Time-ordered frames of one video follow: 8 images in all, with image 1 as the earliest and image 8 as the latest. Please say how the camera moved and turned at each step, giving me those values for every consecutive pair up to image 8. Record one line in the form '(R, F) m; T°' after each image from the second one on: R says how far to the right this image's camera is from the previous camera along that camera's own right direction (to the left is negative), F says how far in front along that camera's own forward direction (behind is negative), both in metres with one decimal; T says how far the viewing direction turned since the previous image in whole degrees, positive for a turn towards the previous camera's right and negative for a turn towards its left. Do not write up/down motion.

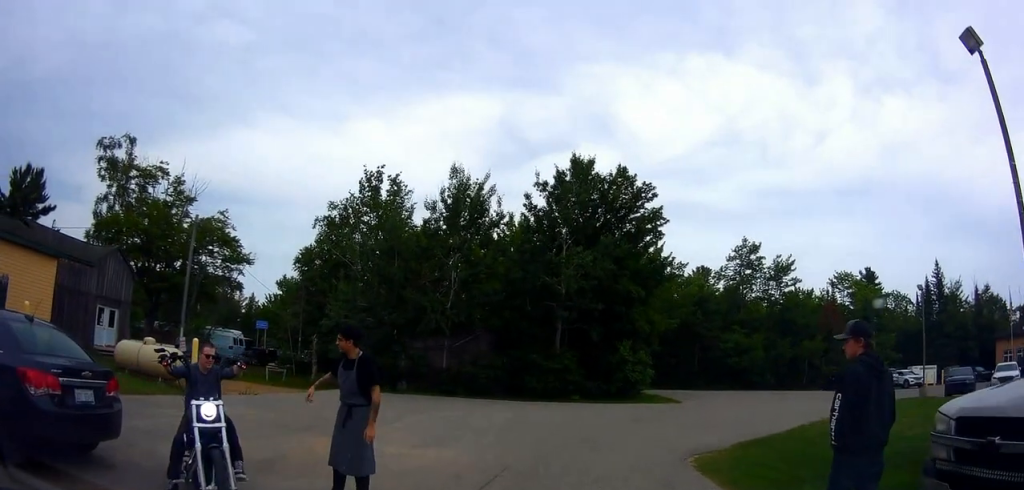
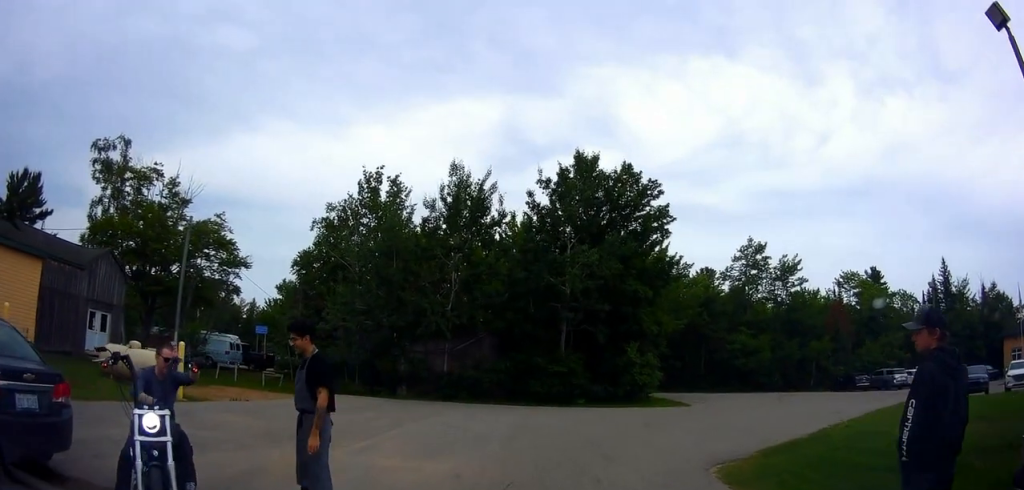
(0.0, +1.2) m; 0°
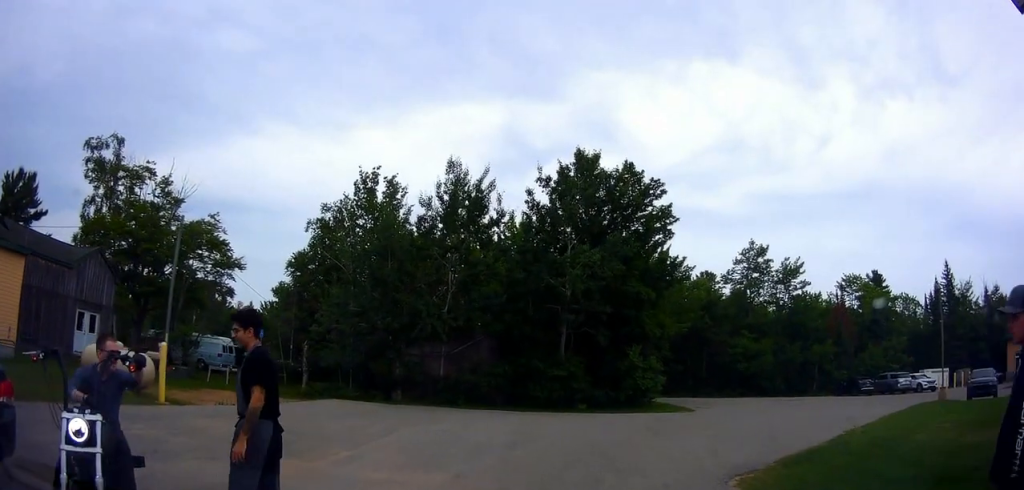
(0.0, +1.1) m; +1°
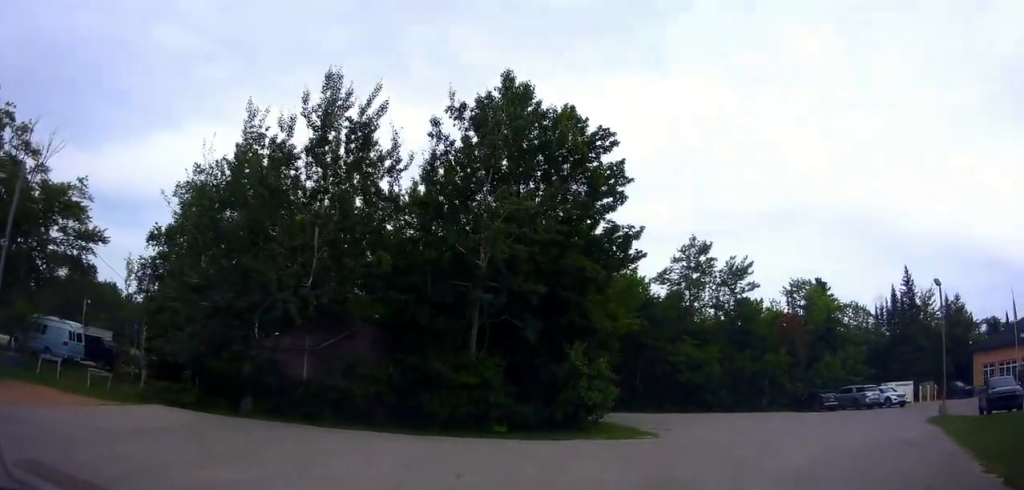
(+0.9, +7.2) m; +16°
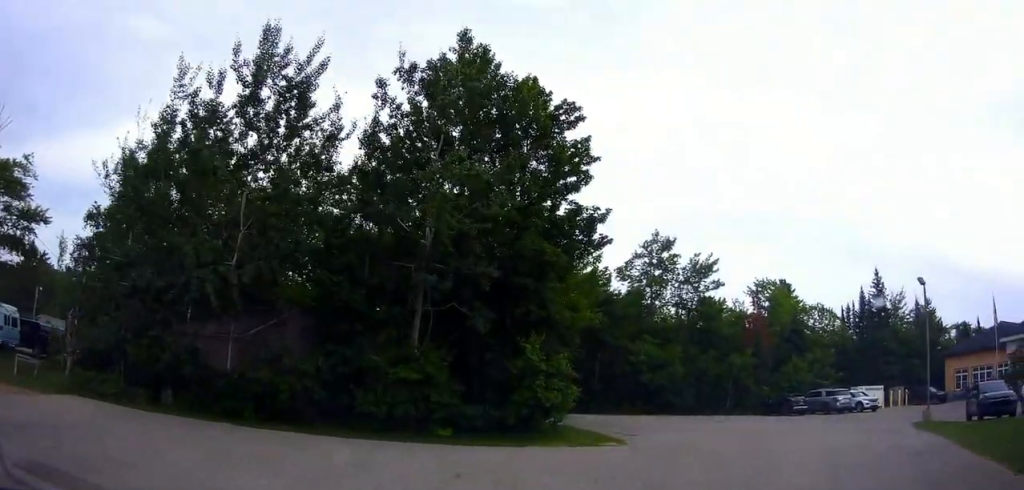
(-0.1, +1.7) m; +4°
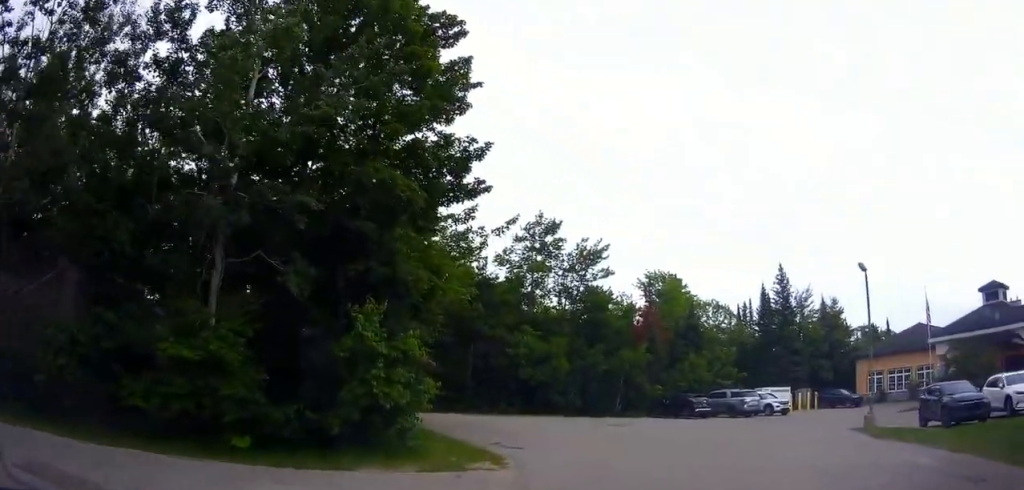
(+0.3, +4.0) m; +8°
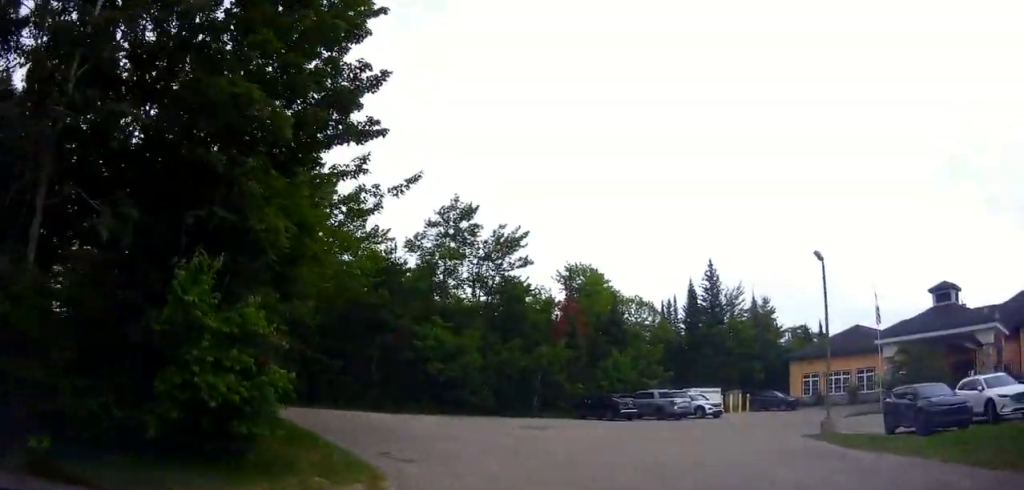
(+0.1, +2.7) m; +5°
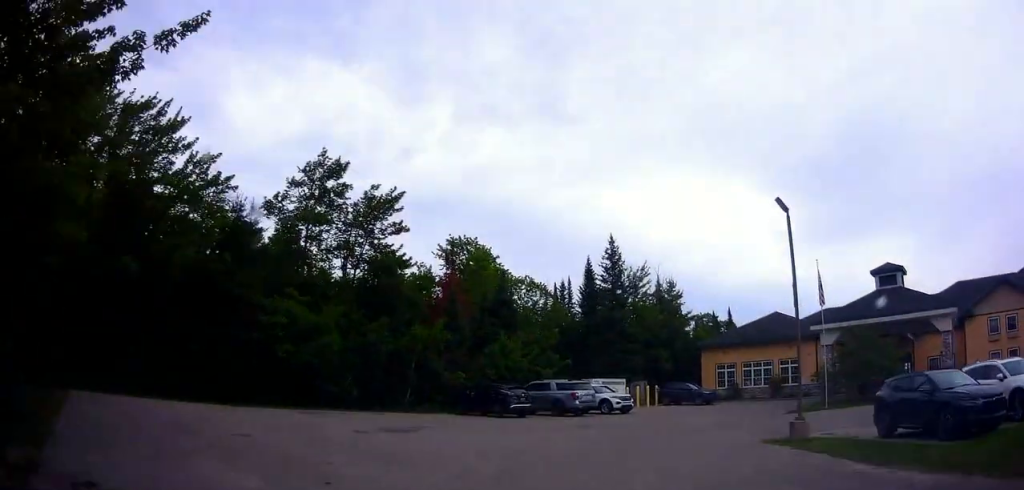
(+0.4, +5.4) m; +9°
